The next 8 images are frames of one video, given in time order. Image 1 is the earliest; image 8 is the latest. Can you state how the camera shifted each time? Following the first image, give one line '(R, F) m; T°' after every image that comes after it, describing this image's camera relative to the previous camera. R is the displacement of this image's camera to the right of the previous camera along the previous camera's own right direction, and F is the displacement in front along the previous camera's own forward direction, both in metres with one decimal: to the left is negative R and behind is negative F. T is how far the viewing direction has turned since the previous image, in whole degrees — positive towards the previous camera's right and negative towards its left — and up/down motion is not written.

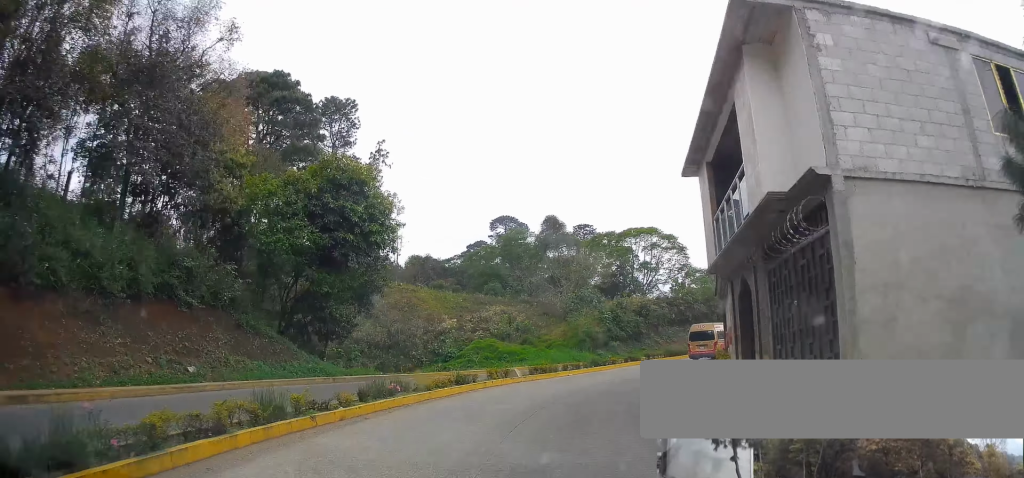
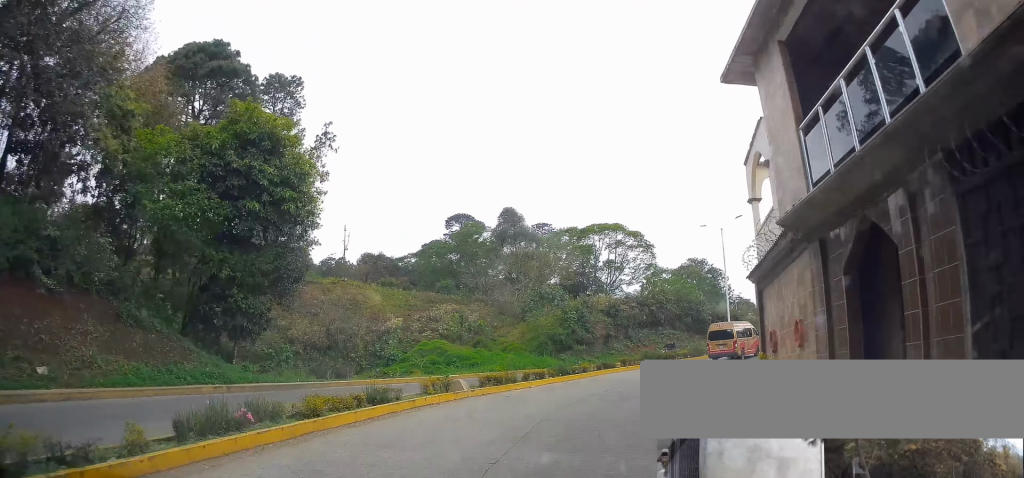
(-0.1, +6.3) m; +2°
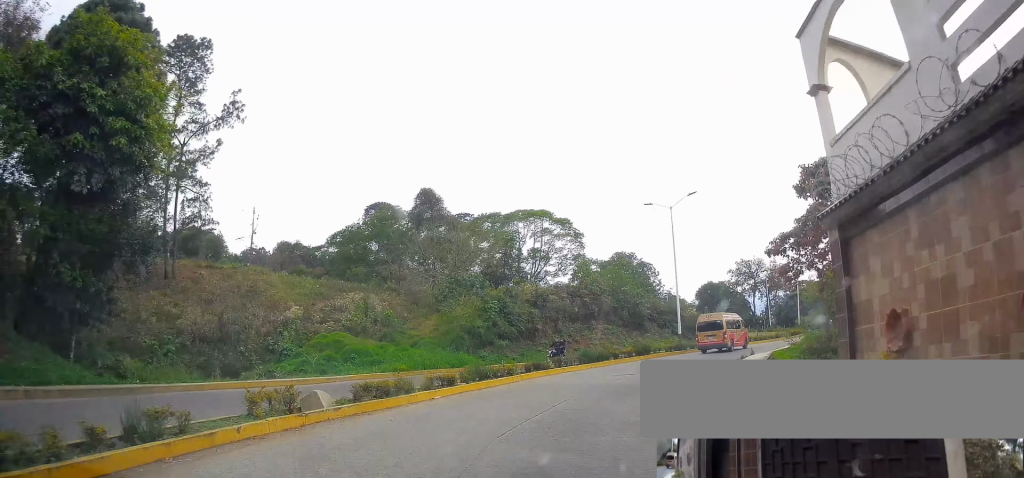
(+0.2, +6.3) m; +4°
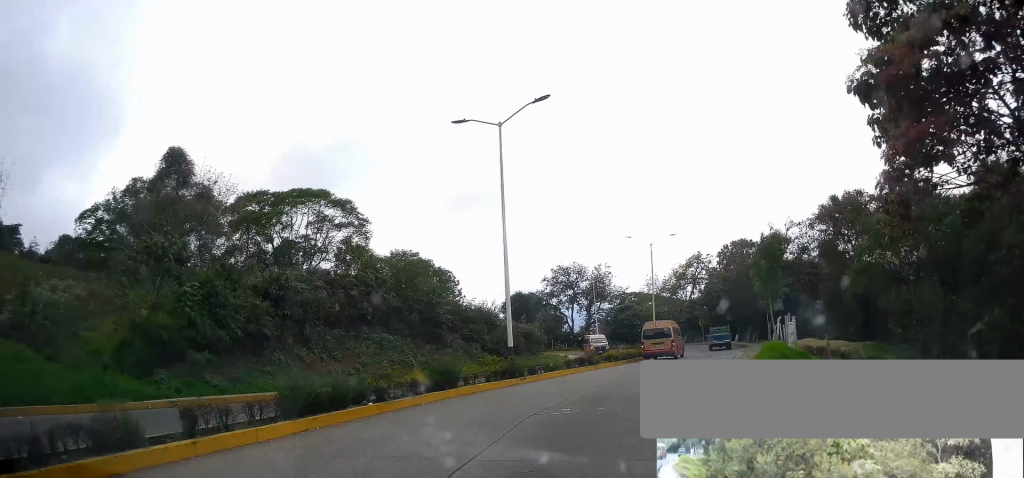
(+1.9, +16.0) m; +16°
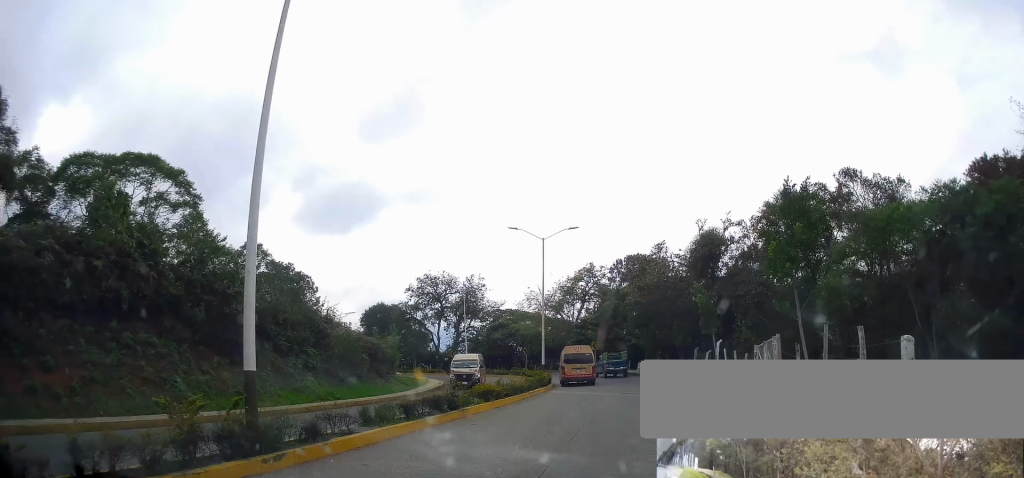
(+1.3, +10.9) m; +17°
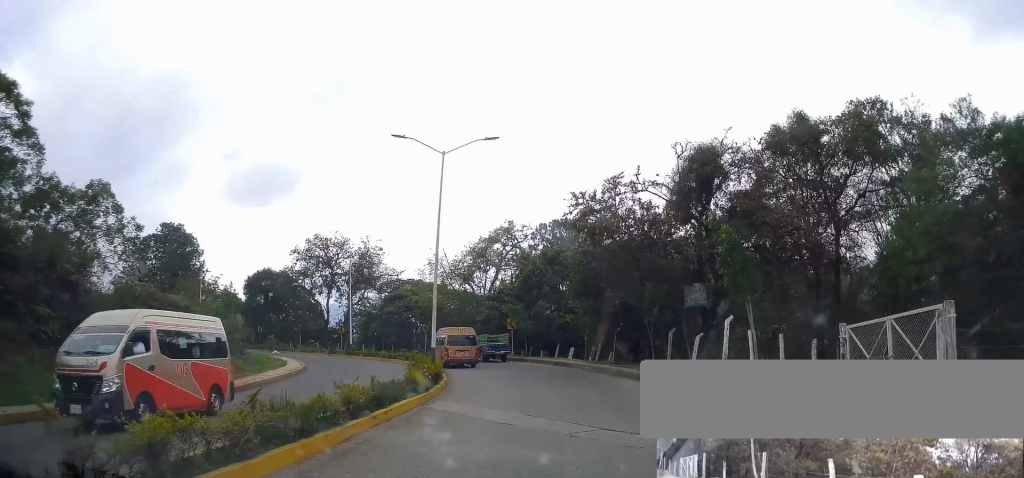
(+2.3, +12.0) m; +15°
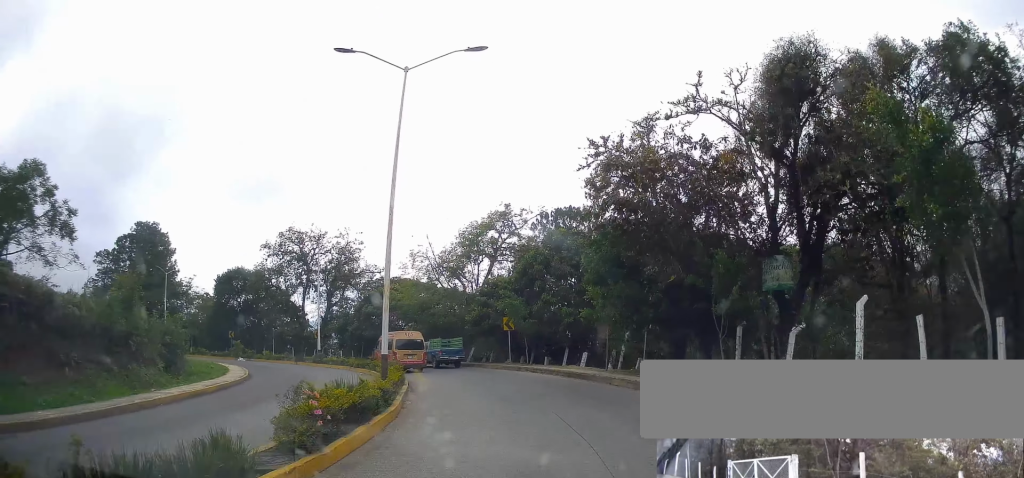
(+0.3, +8.1) m; +2°
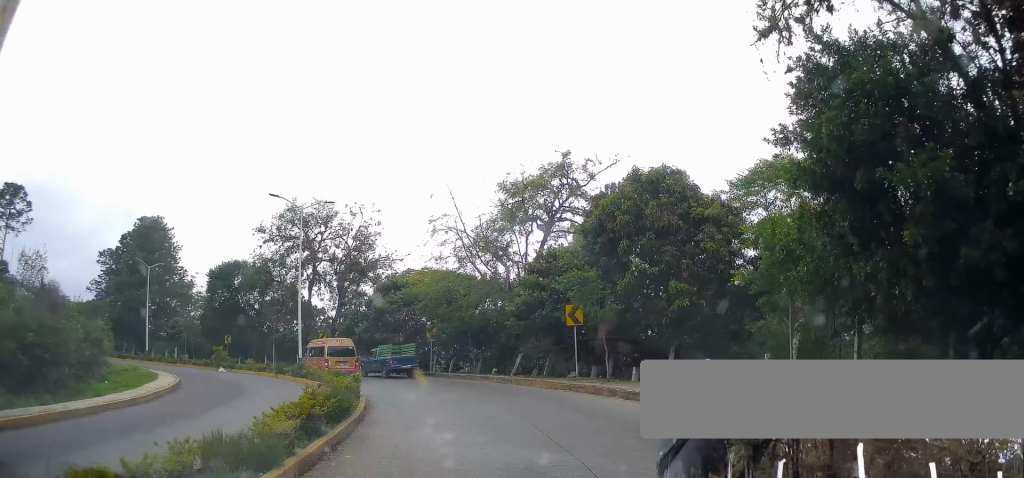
(+0.1, +12.2) m; -1°
